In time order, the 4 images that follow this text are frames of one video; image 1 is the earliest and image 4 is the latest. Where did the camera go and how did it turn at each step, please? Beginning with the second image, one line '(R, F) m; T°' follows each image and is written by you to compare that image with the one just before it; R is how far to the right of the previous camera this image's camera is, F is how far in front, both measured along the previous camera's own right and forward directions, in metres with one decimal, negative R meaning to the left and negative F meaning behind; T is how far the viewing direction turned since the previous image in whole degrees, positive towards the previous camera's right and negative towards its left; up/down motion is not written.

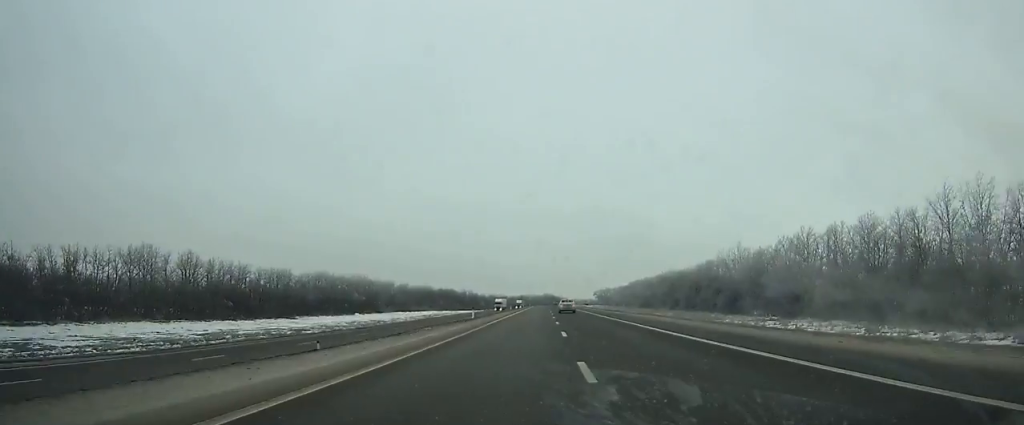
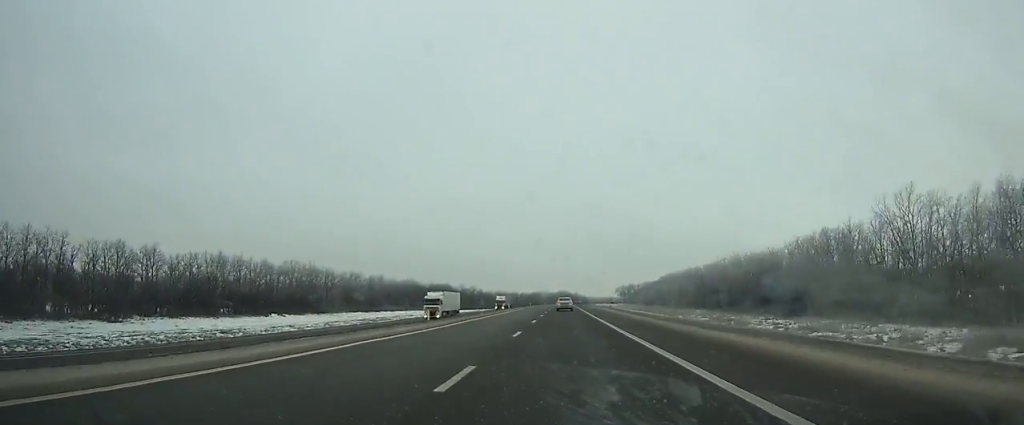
(+0.3, +61.8) m; 0°
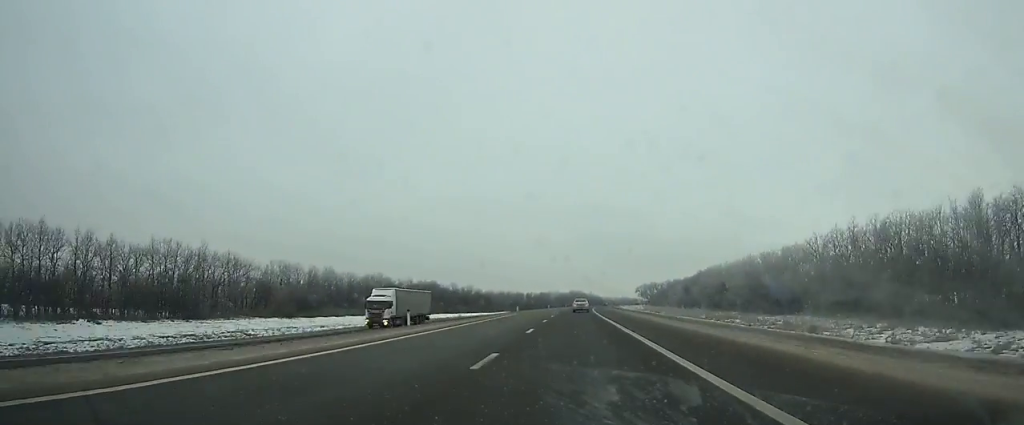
(-0.7, +56.5) m; 0°
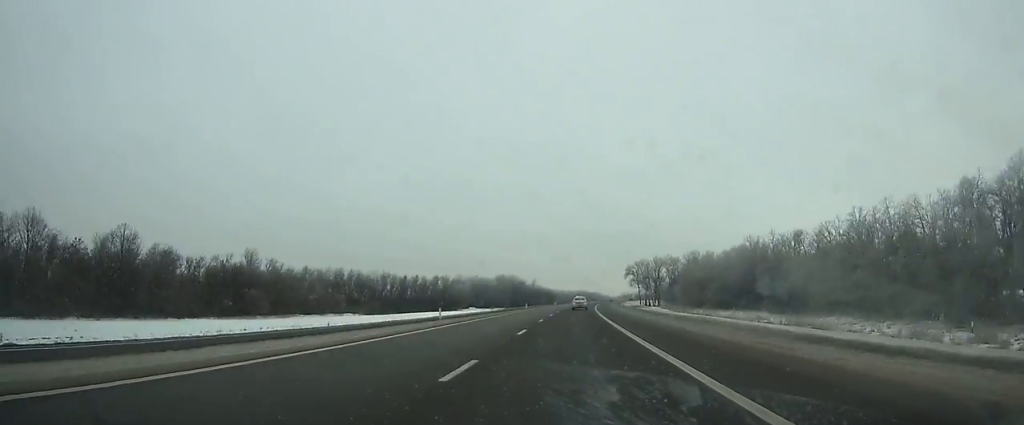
(+6.7, +195.1) m; +4°
